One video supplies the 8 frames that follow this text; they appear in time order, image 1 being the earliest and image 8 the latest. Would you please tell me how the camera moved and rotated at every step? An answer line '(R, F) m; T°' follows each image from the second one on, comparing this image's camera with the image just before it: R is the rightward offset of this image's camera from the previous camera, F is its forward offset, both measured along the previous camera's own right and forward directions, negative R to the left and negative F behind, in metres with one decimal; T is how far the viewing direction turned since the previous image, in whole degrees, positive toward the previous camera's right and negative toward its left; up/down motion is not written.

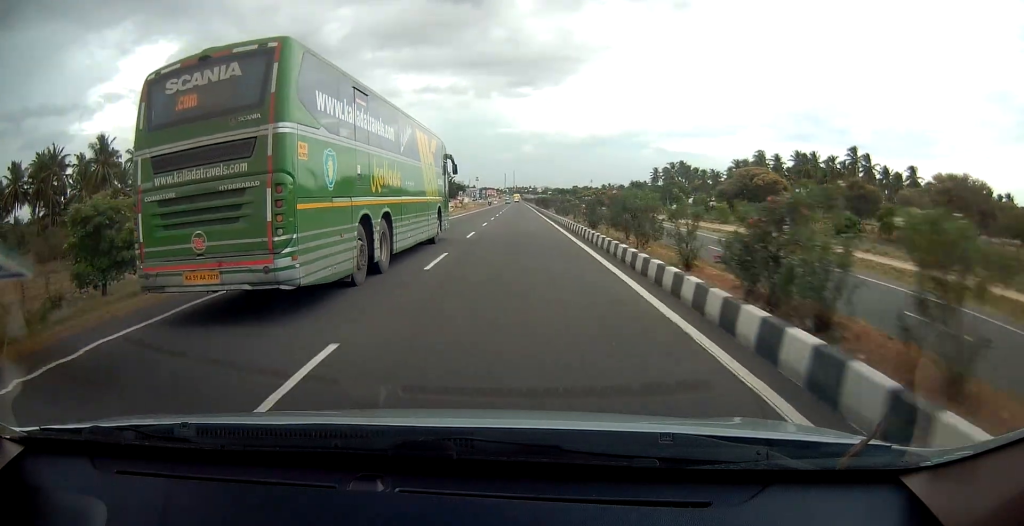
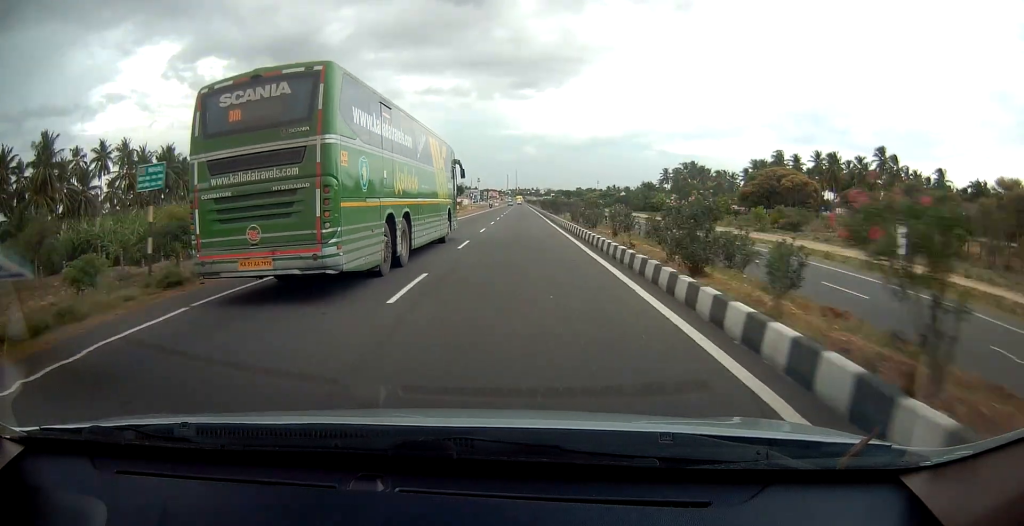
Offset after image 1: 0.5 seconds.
(0.0, +12.5) m; 0°
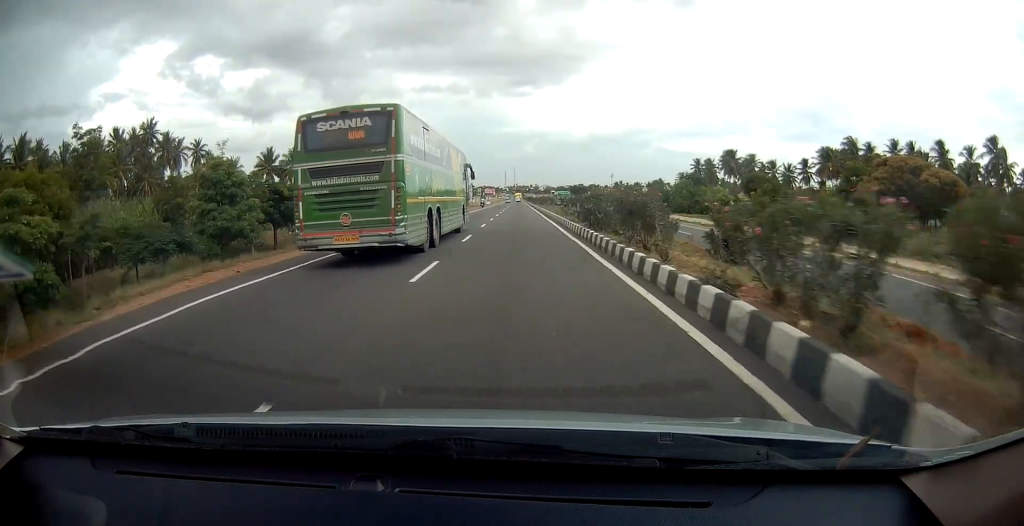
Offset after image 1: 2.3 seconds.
(+0.2, +42.9) m; 0°
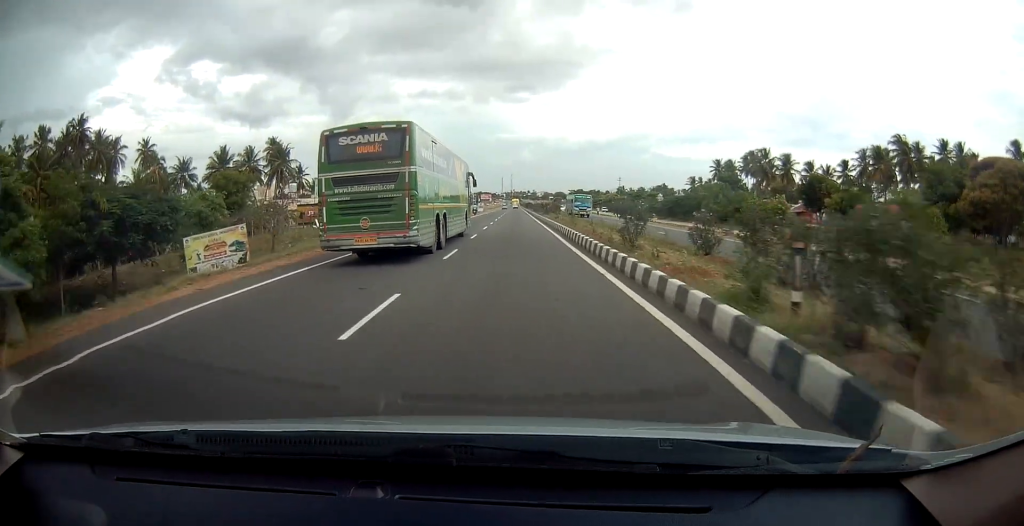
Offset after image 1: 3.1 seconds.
(-0.1, +21.6) m; 0°
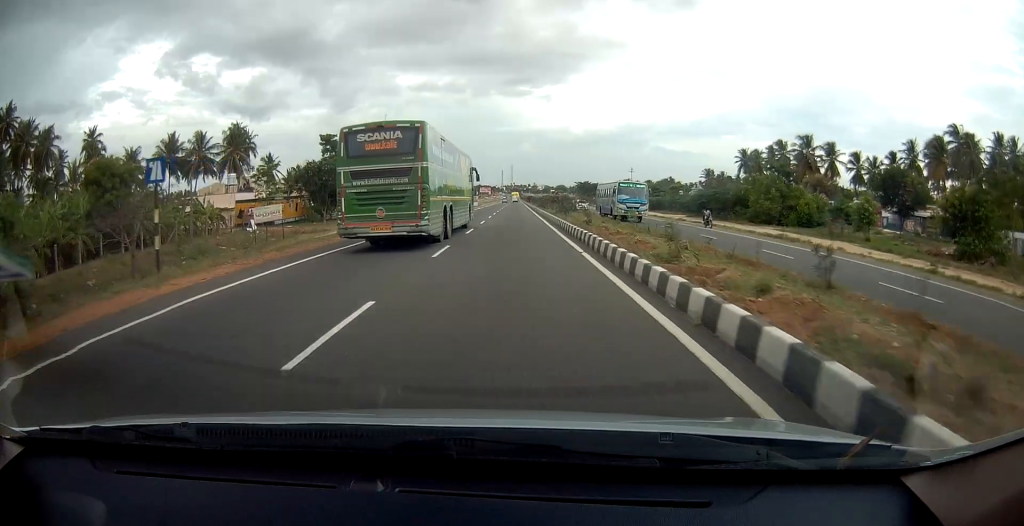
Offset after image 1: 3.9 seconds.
(0.0, +19.3) m; 0°
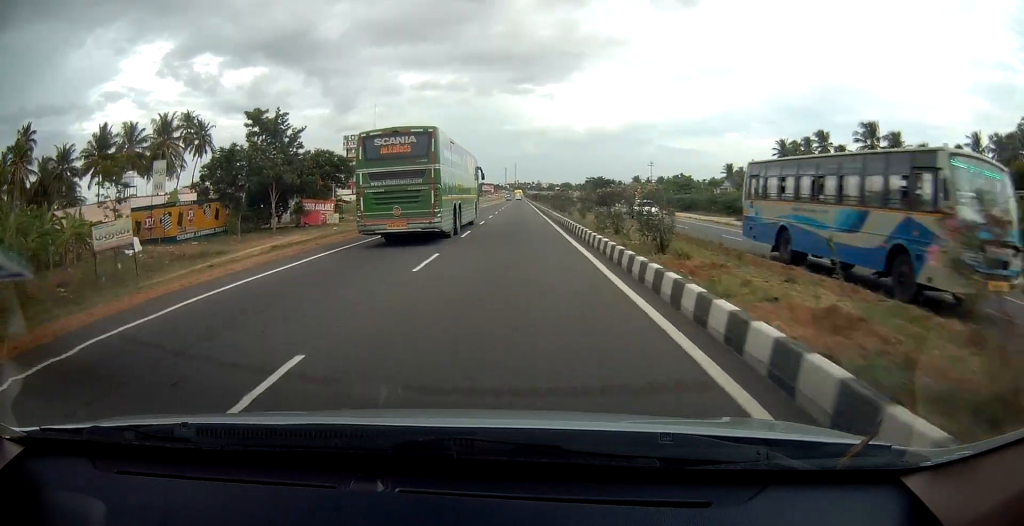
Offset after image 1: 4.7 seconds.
(+0.1, +20.7) m; 0°
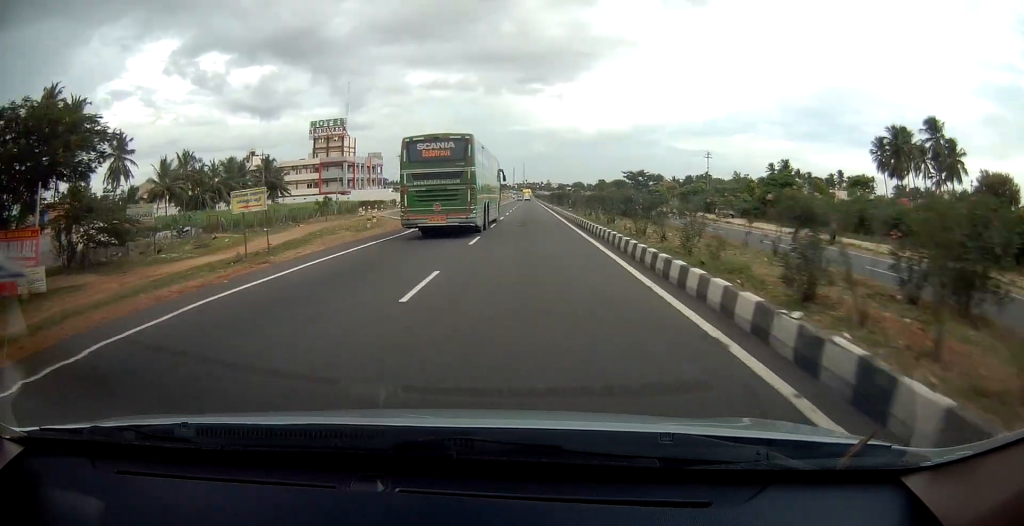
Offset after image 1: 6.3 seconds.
(-0.2, +39.4) m; -1°
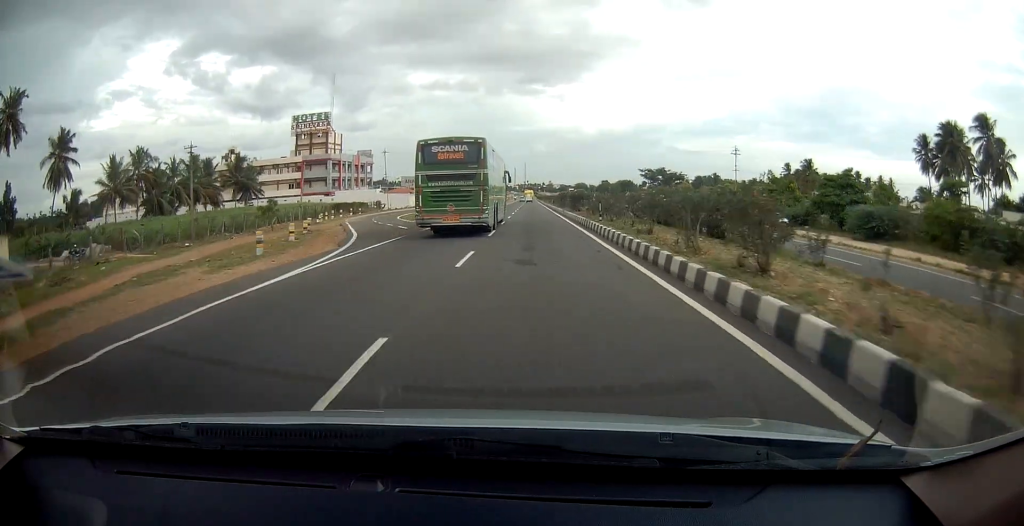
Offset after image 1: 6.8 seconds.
(-0.1, +14.0) m; 0°
